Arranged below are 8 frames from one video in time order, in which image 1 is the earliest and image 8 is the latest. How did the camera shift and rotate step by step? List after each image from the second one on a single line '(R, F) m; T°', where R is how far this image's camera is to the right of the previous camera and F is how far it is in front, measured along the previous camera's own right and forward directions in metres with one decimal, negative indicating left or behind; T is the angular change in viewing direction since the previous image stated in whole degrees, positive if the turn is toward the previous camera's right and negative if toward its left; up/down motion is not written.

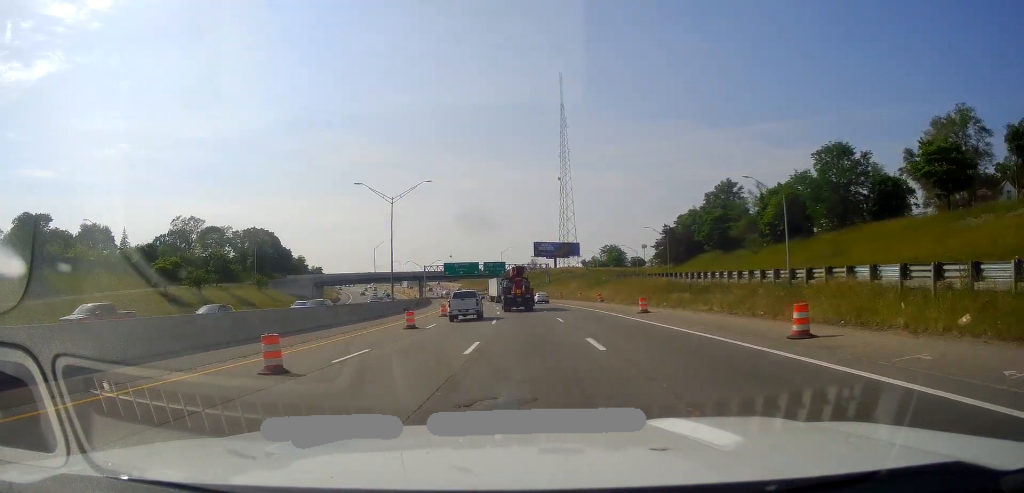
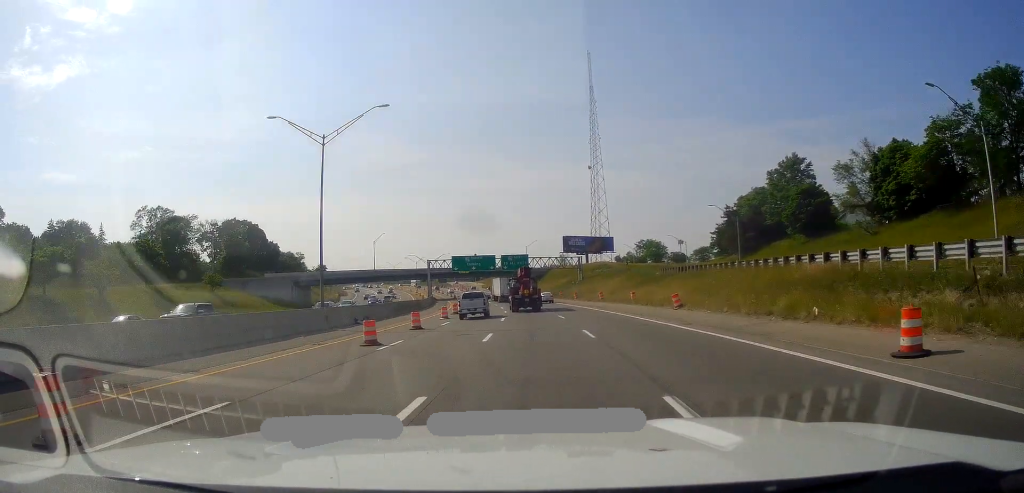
(-0.7, +26.6) m; -3°
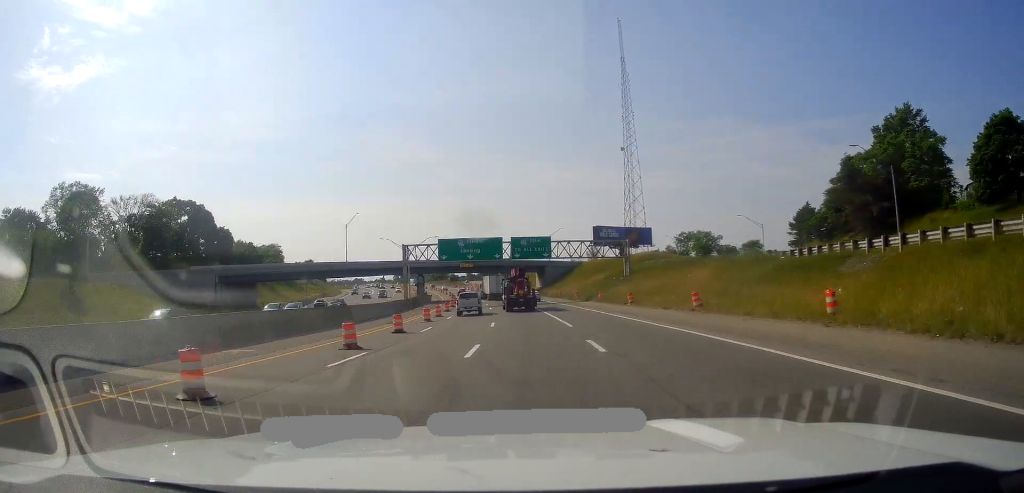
(-0.9, +36.0) m; -3°
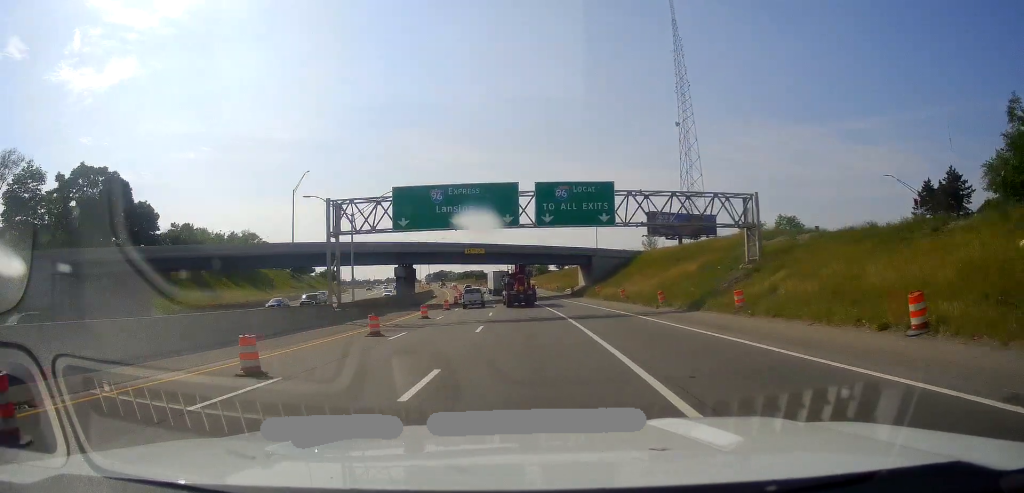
(-0.9, +37.4) m; -3°
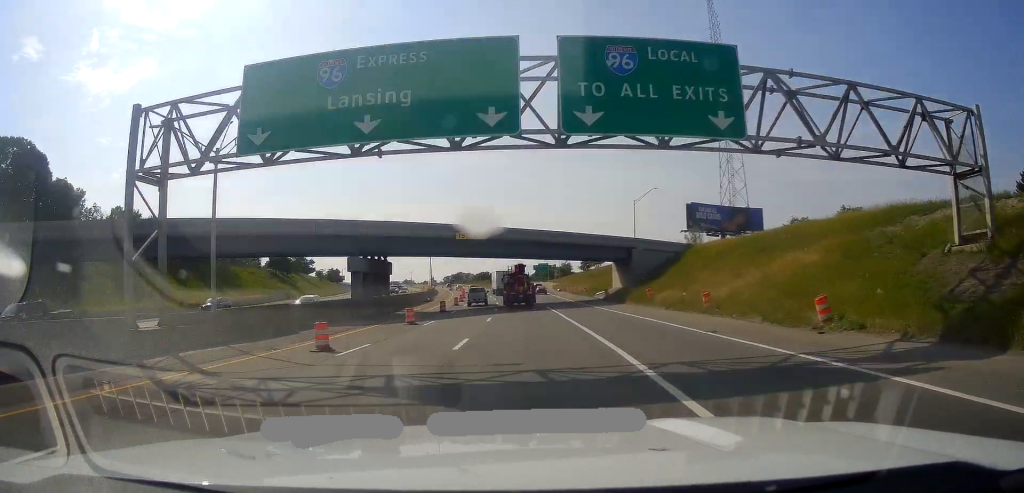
(-0.4, +22.4) m; -2°
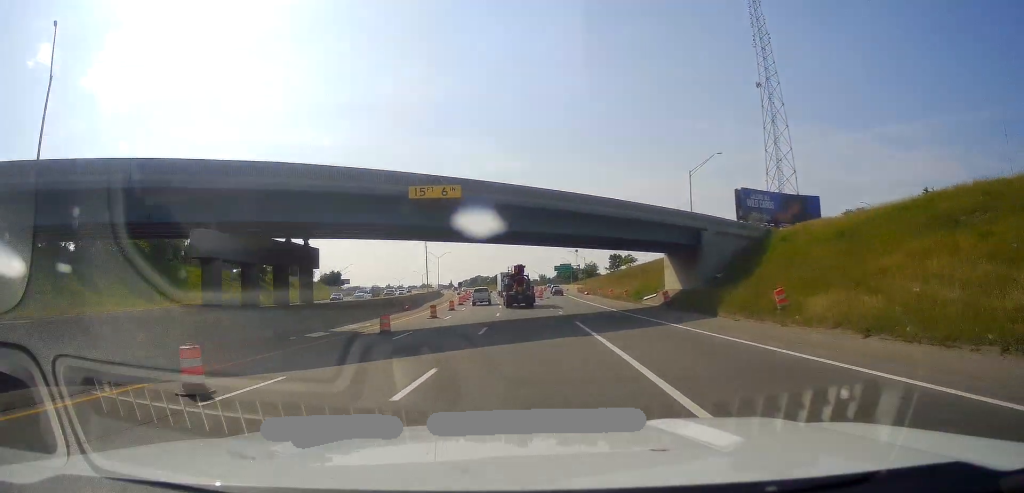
(-0.5, +23.5) m; -2°
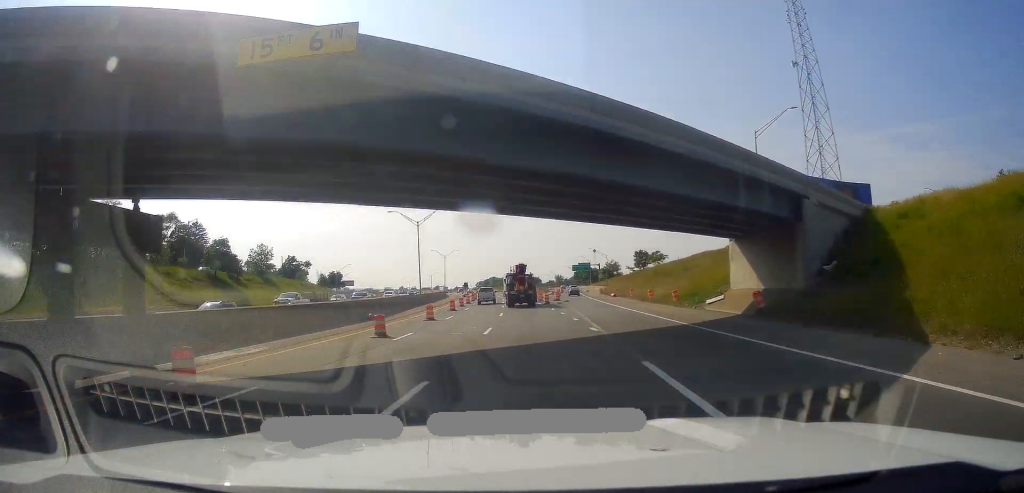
(-0.3, +16.9) m; -1°
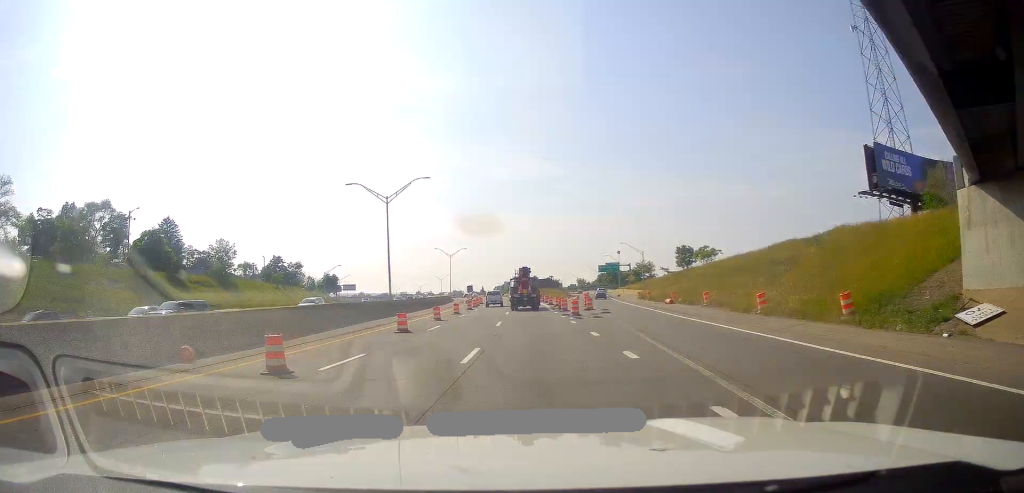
(-0.4, +24.4) m; -1°
